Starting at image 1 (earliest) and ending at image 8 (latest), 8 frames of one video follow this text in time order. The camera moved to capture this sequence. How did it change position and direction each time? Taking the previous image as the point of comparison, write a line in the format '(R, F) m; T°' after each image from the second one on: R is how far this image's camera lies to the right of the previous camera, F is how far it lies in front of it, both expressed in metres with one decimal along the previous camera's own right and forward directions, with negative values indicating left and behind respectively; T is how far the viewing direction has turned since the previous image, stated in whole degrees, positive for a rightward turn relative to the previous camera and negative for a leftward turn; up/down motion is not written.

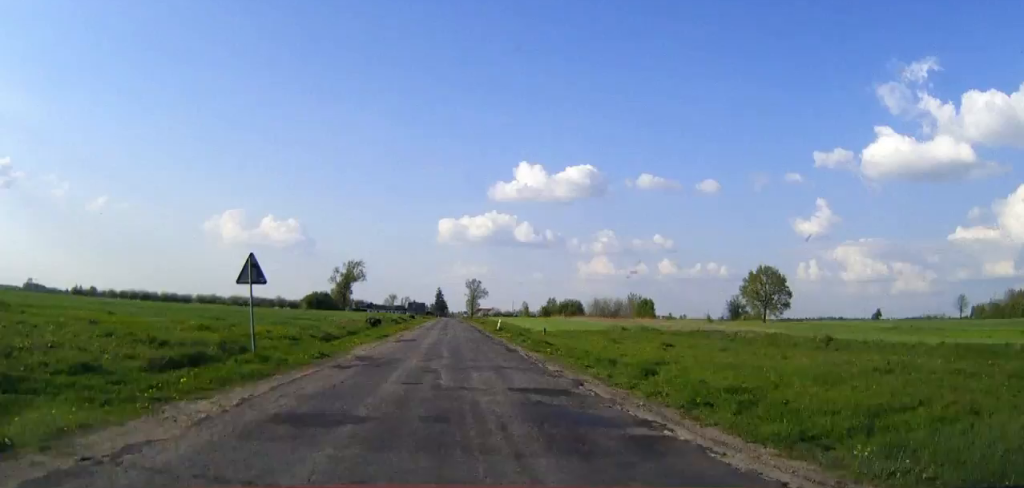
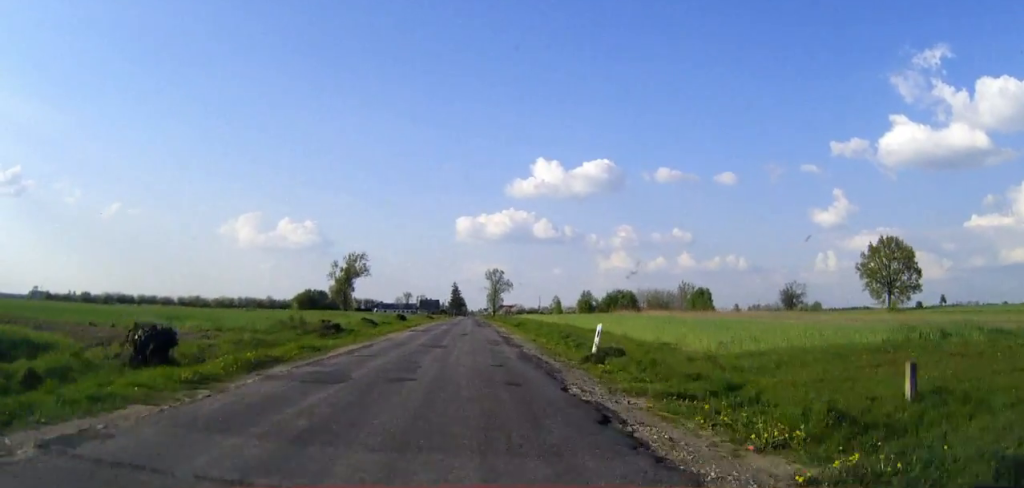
(-0.4, +46.1) m; -1°
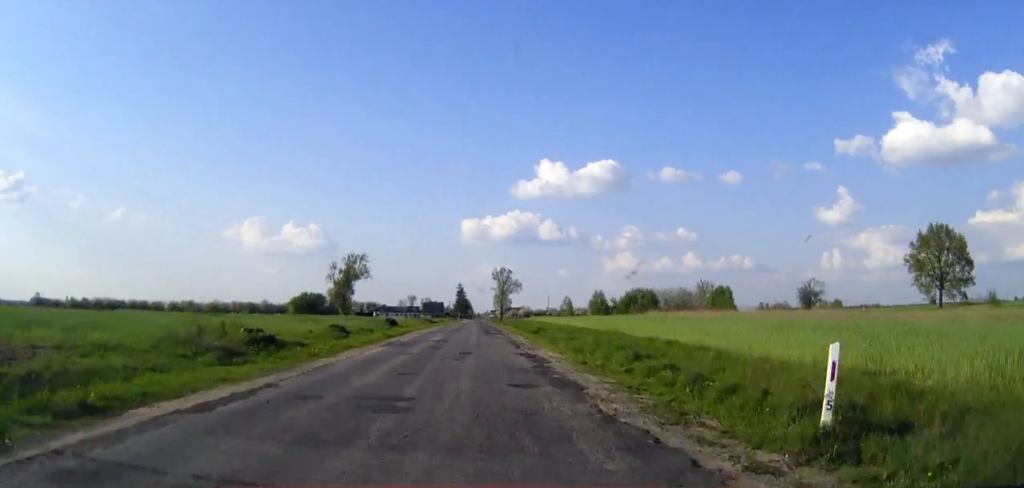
(0.0, +14.1) m; 0°
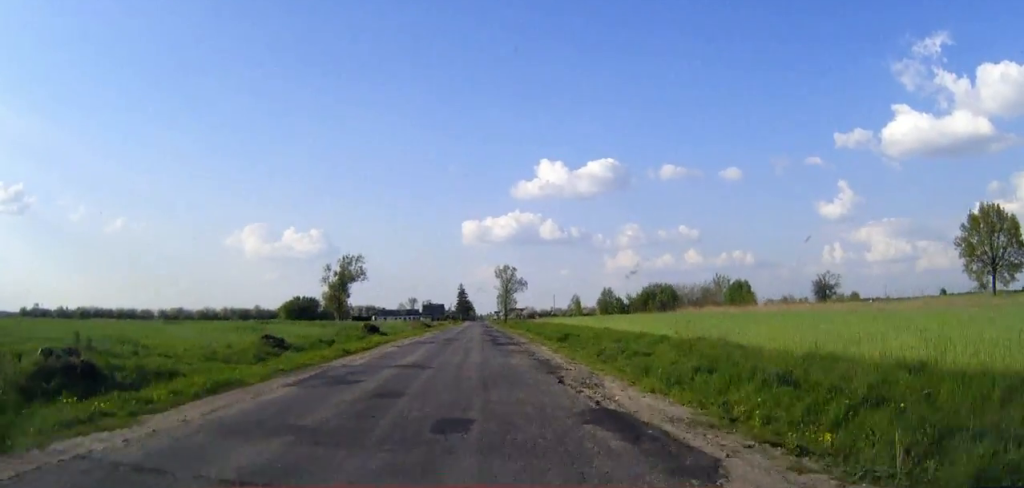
(0.0, +13.5) m; 0°
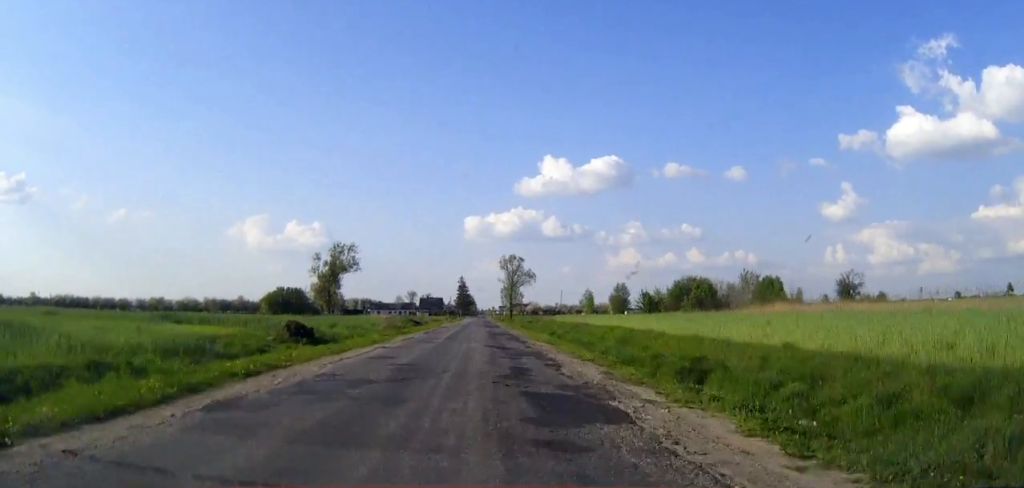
(-0.1, +21.1) m; 0°
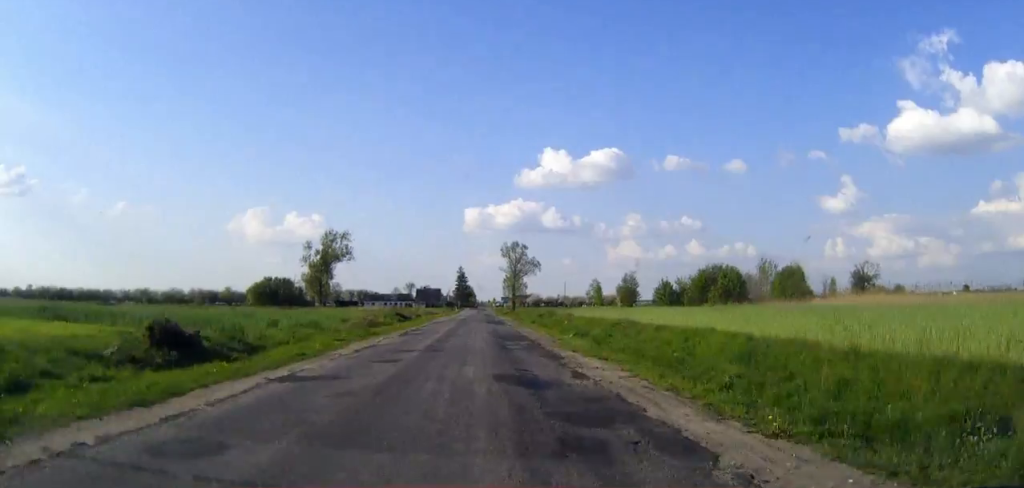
(0.0, +12.9) m; 0°
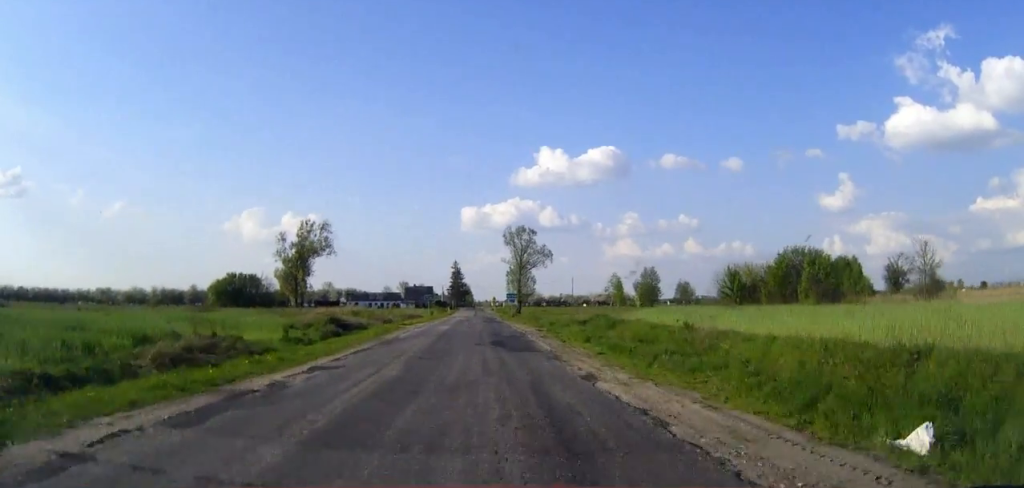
(0.0, +29.1) m; 0°
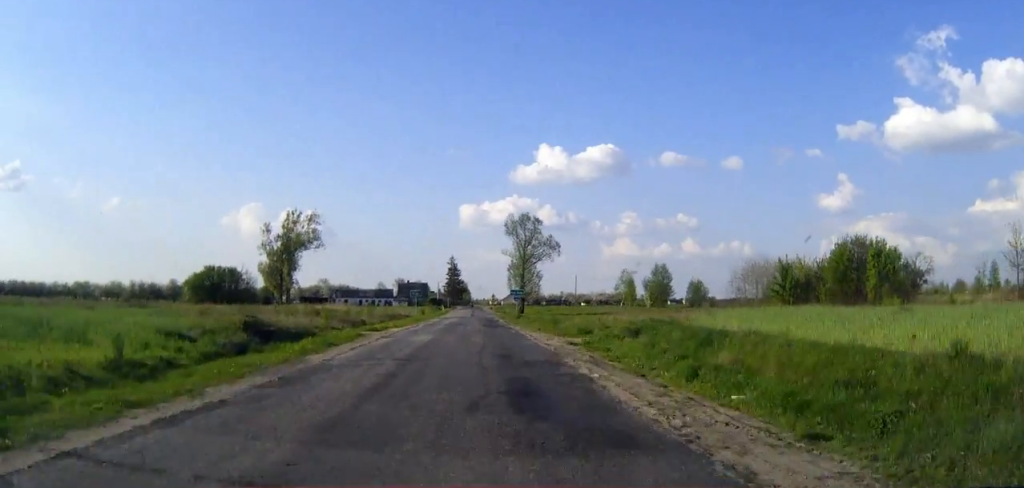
(0.0, +13.9) m; 0°
